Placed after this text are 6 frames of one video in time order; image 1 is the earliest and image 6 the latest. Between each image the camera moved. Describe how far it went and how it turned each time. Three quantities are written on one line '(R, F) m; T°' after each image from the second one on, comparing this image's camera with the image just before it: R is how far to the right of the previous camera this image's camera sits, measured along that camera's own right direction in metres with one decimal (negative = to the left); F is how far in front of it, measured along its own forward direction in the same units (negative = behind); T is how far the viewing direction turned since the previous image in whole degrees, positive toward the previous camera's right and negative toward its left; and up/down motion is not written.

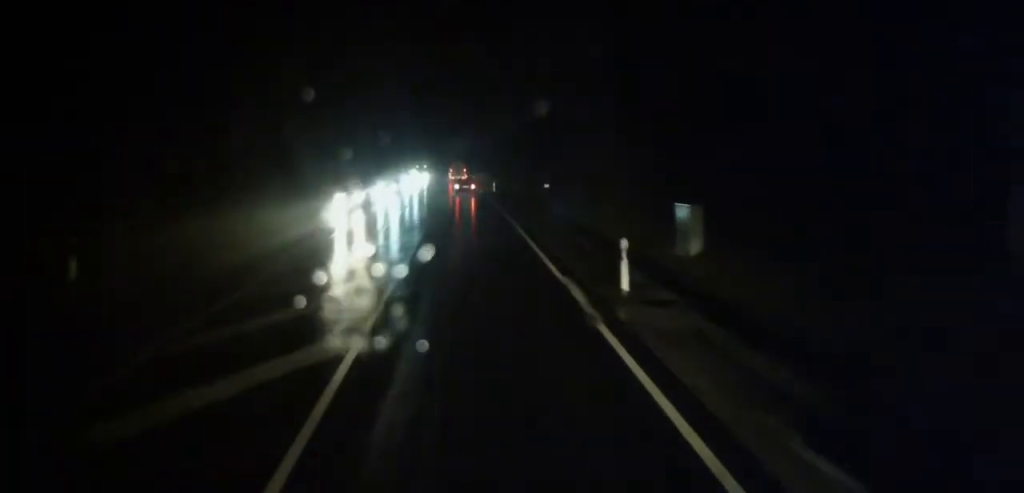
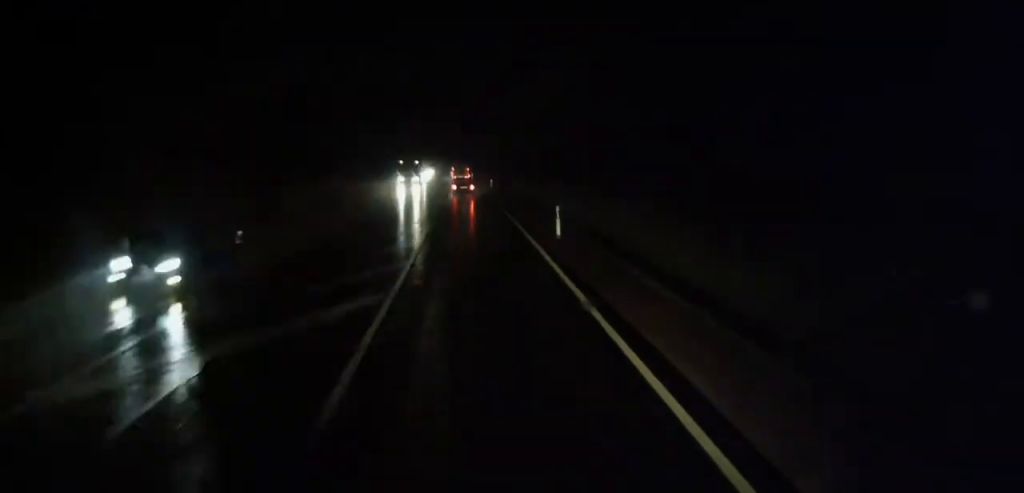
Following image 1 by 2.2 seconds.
(-0.5, +39.2) m; 0°
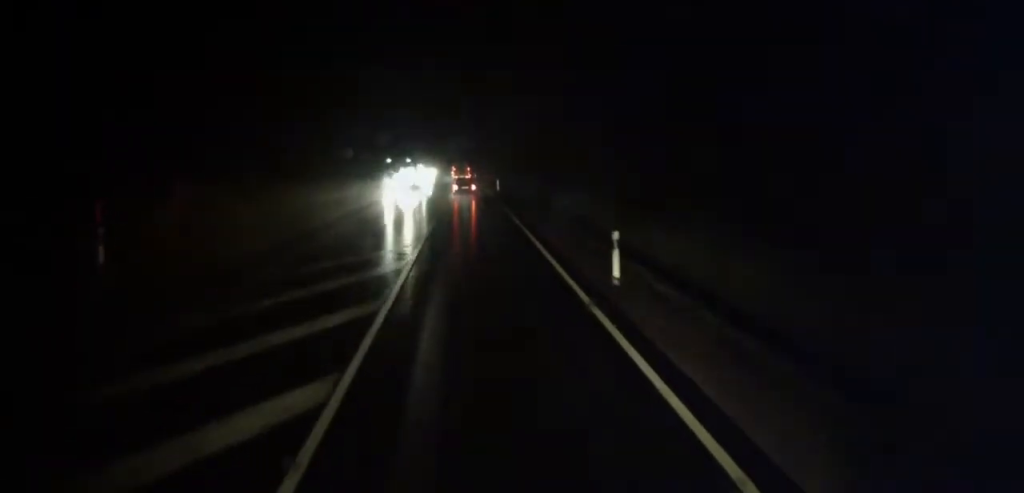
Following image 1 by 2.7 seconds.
(+0.1, +8.8) m; +1°
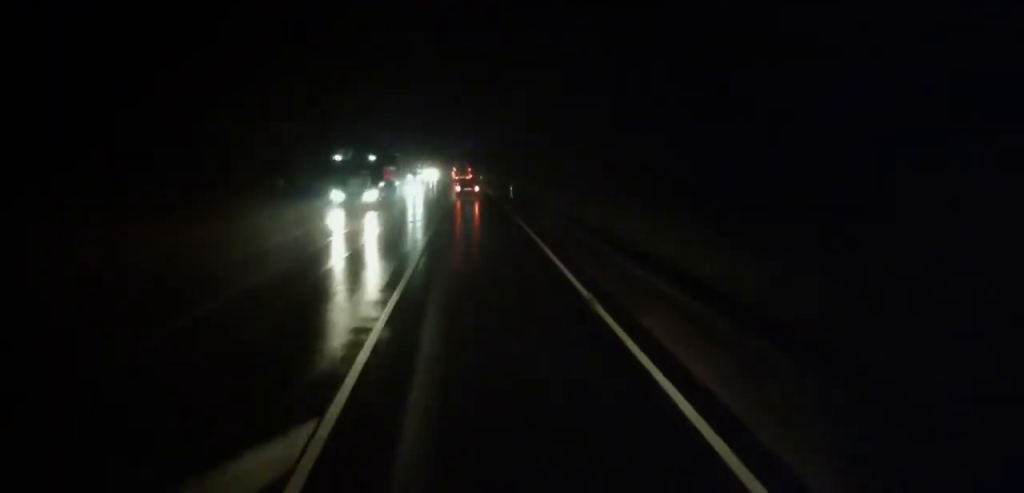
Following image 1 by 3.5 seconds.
(+0.1, +14.1) m; -1°
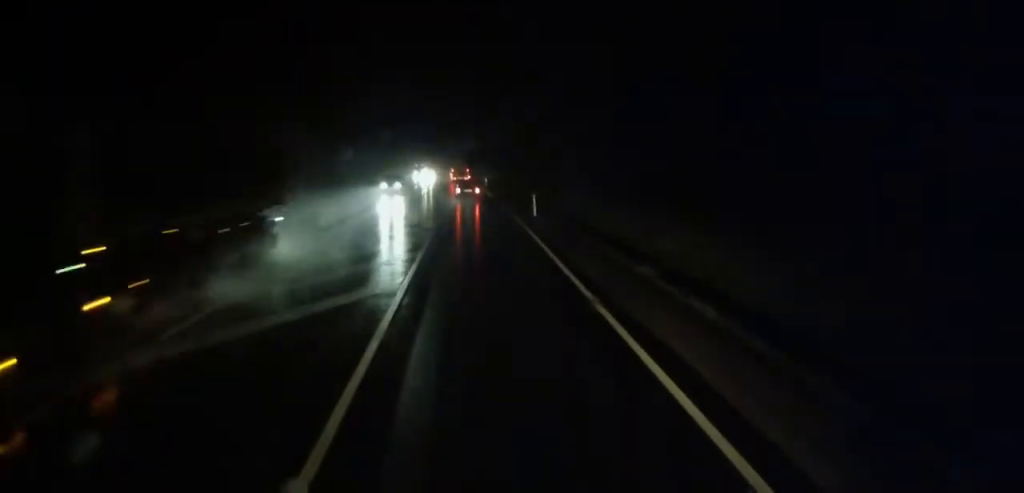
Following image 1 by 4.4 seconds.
(-0.3, +15.8) m; -1°
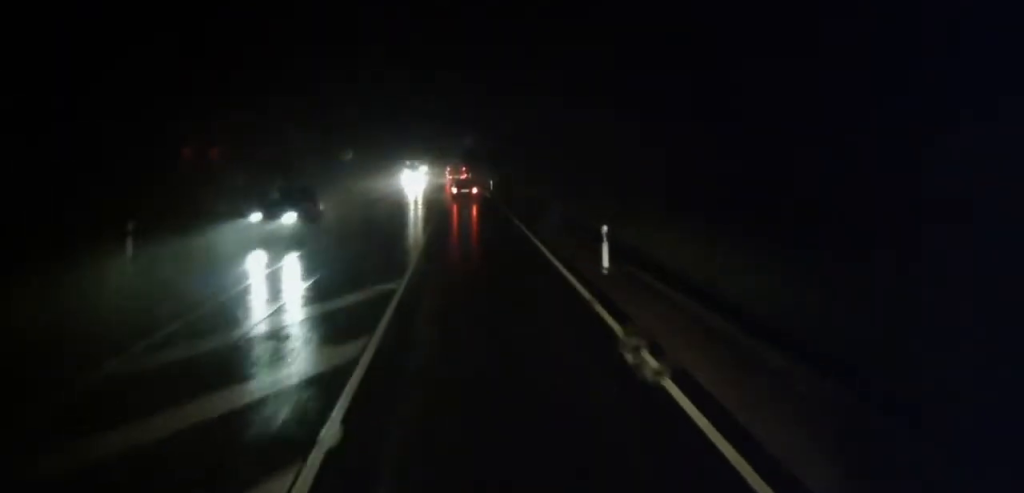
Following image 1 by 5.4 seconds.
(-0.1, +17.0) m; 0°
